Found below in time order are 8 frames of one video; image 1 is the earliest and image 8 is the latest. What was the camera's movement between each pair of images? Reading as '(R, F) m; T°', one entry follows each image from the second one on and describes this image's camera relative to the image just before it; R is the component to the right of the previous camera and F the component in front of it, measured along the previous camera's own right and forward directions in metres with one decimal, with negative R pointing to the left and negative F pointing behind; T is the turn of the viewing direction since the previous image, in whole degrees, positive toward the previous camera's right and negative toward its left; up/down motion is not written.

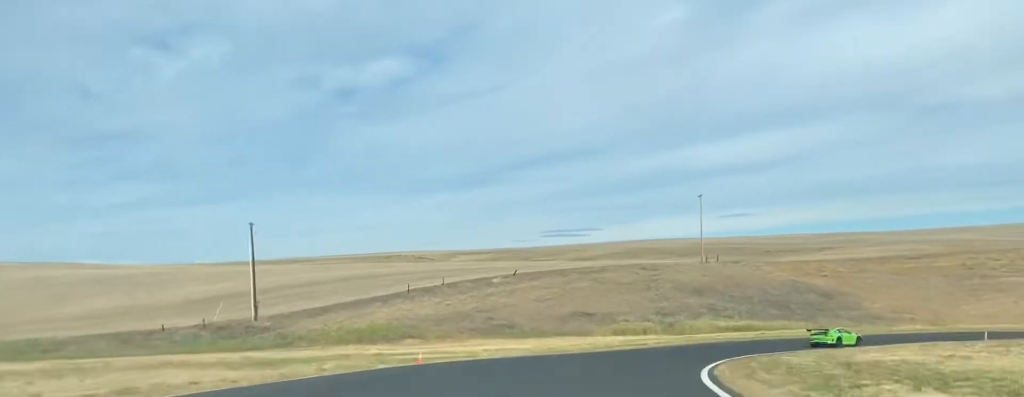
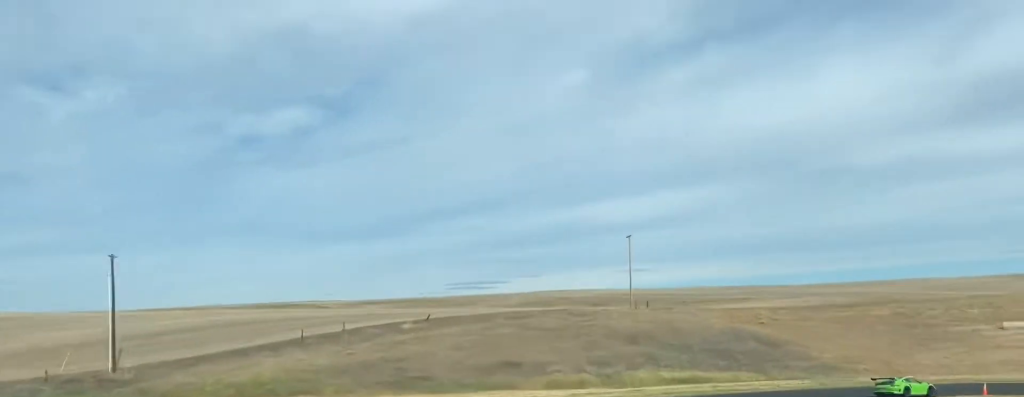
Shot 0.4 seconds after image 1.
(+0.2, +10.8) m; +5°
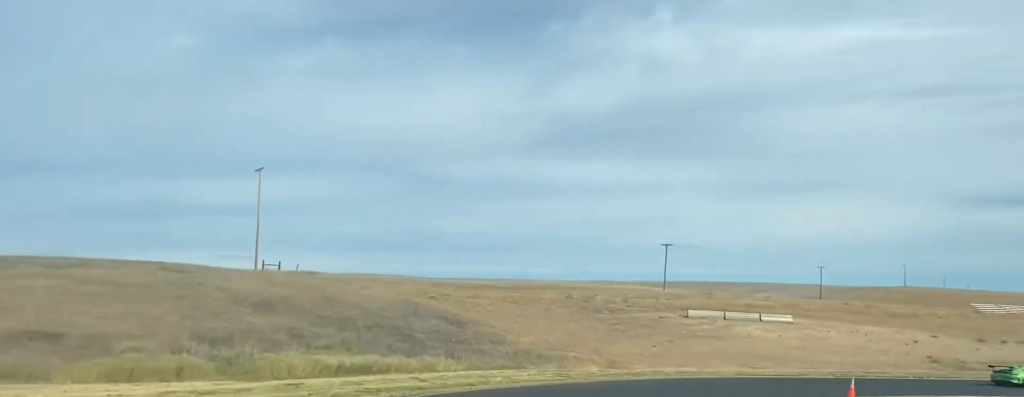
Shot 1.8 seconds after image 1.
(+6.7, +31.7) m; +32°
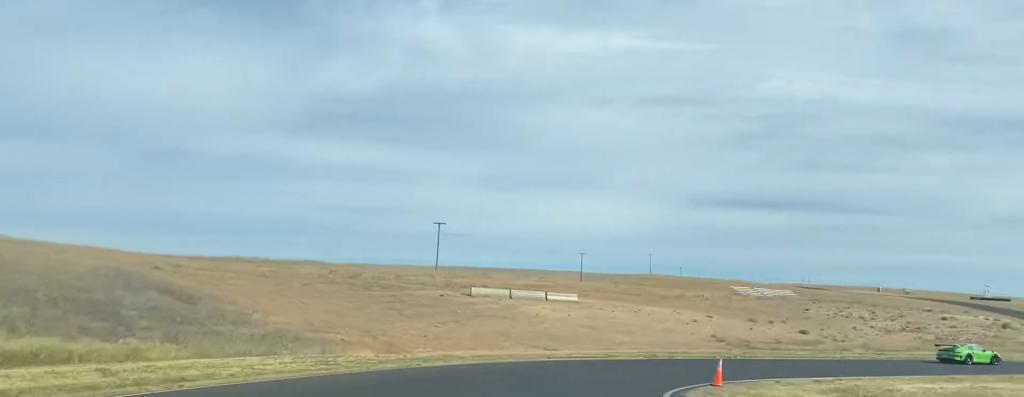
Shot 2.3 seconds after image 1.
(+0.9, +13.2) m; +19°
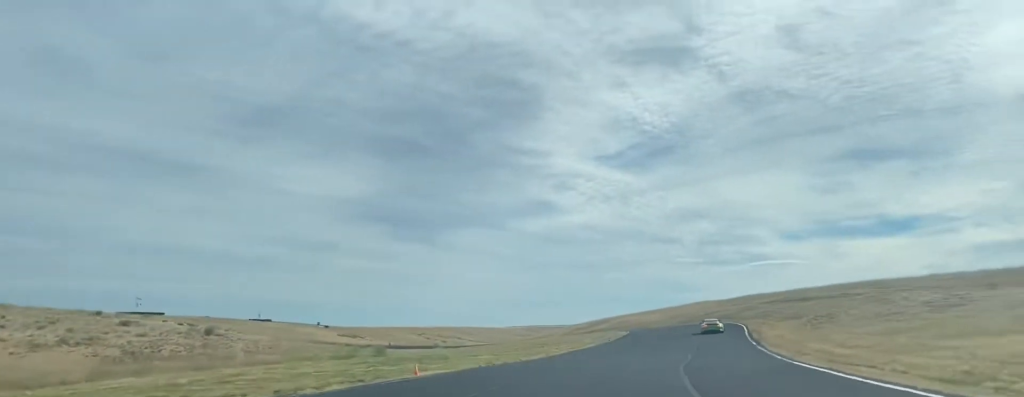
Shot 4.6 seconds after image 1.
(+36.5, +40.9) m; +66°
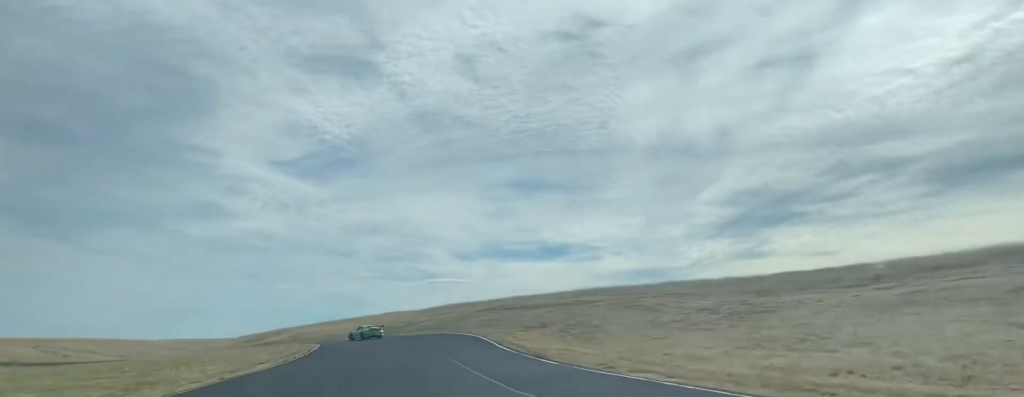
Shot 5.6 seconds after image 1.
(+3.5, +28.5) m; +14°
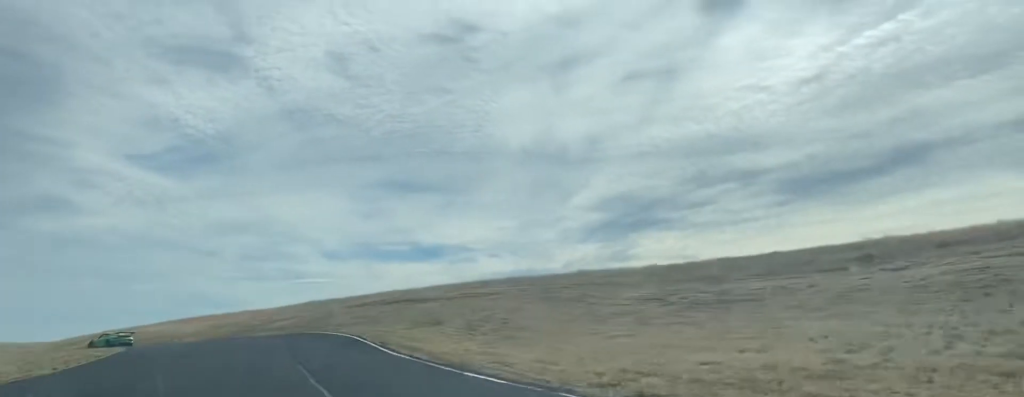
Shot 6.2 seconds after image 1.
(0.0, +16.8) m; +8°
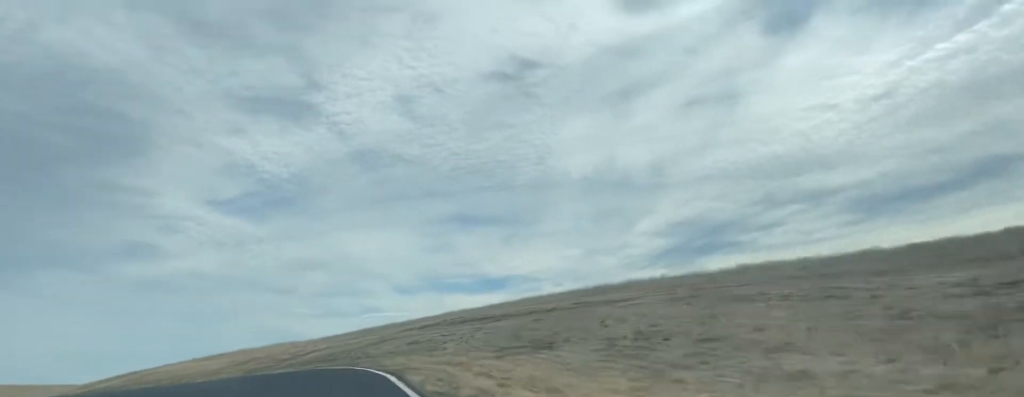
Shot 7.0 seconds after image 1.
(+3.6, +25.1) m; +1°
